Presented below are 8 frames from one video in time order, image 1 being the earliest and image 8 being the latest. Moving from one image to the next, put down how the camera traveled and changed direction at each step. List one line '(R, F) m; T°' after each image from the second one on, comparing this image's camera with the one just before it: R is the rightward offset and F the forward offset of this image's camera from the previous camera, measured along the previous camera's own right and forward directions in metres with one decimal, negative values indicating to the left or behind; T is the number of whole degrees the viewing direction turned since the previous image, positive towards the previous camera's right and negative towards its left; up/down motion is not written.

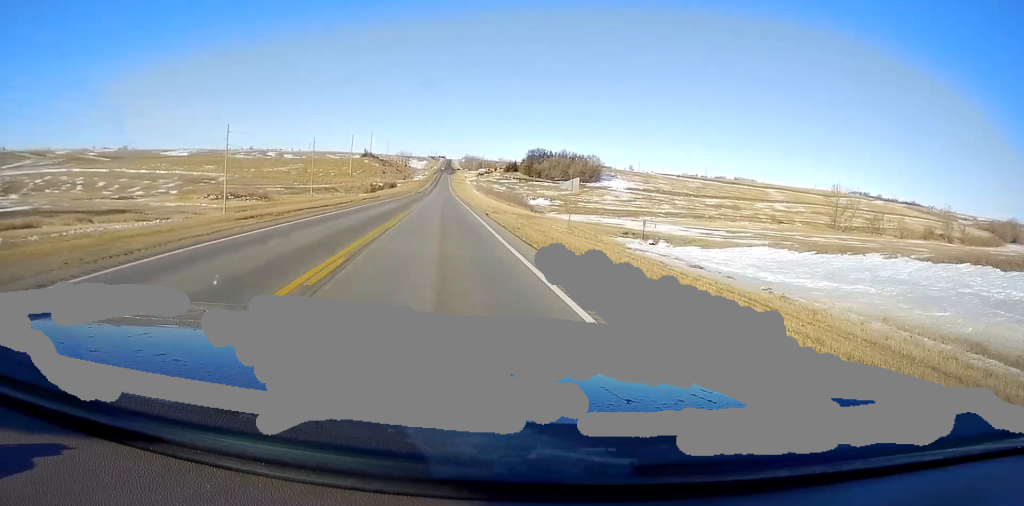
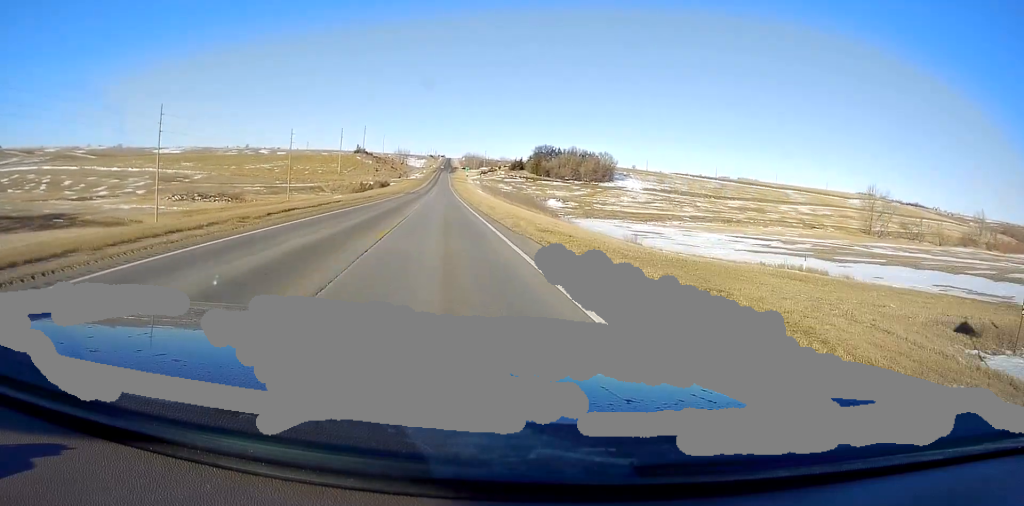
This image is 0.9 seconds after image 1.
(-0.2, +29.3) m; 0°
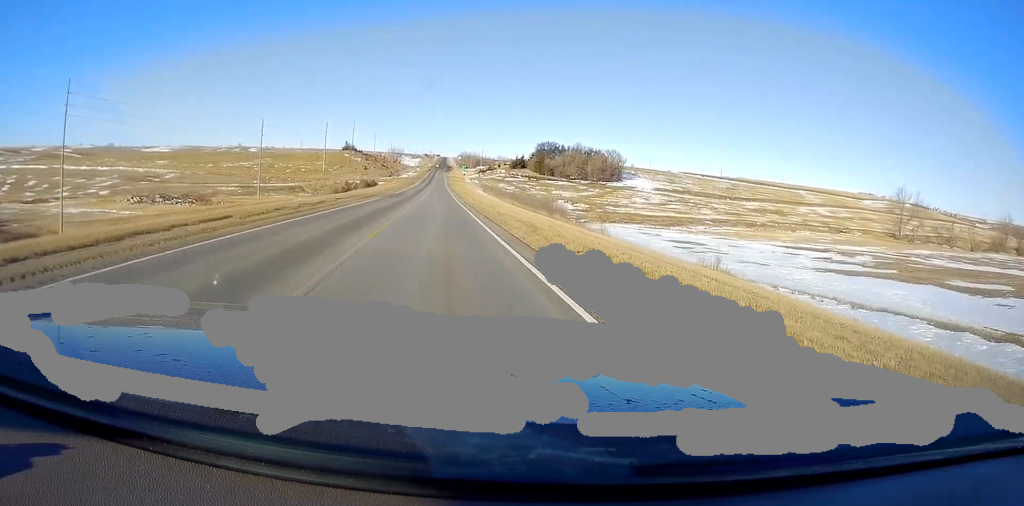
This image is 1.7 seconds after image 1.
(0.0, +24.2) m; 0°
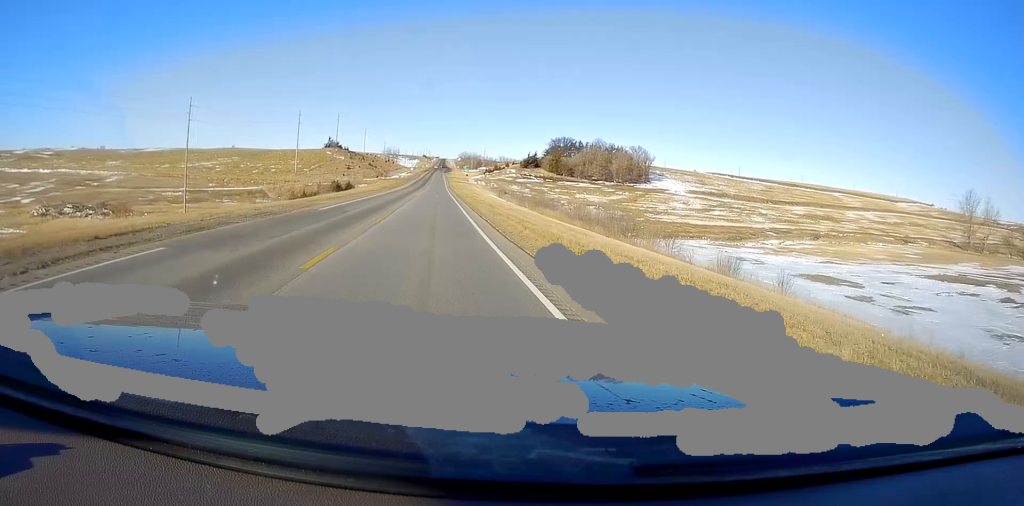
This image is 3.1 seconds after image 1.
(0.0, +43.3) m; +1°
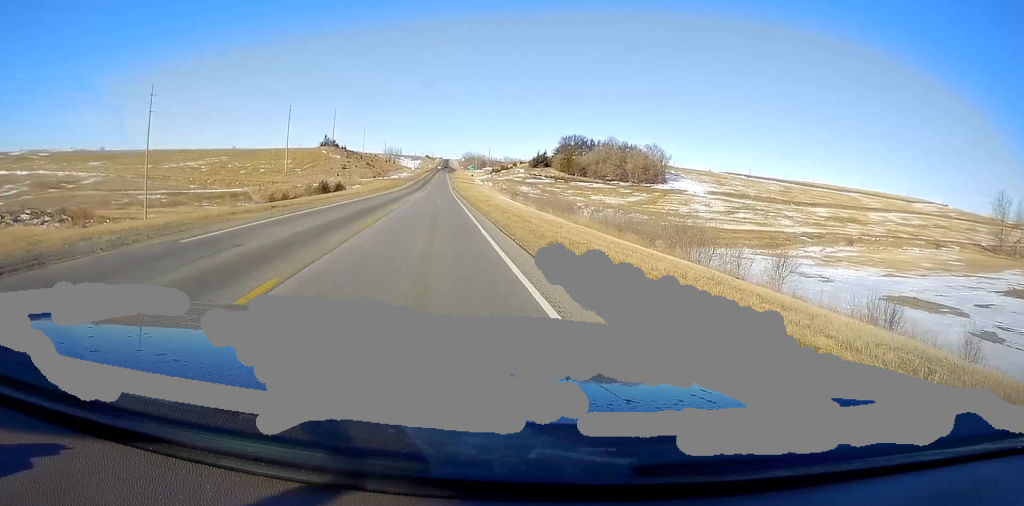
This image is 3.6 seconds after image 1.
(0.0, +16.1) m; 0°
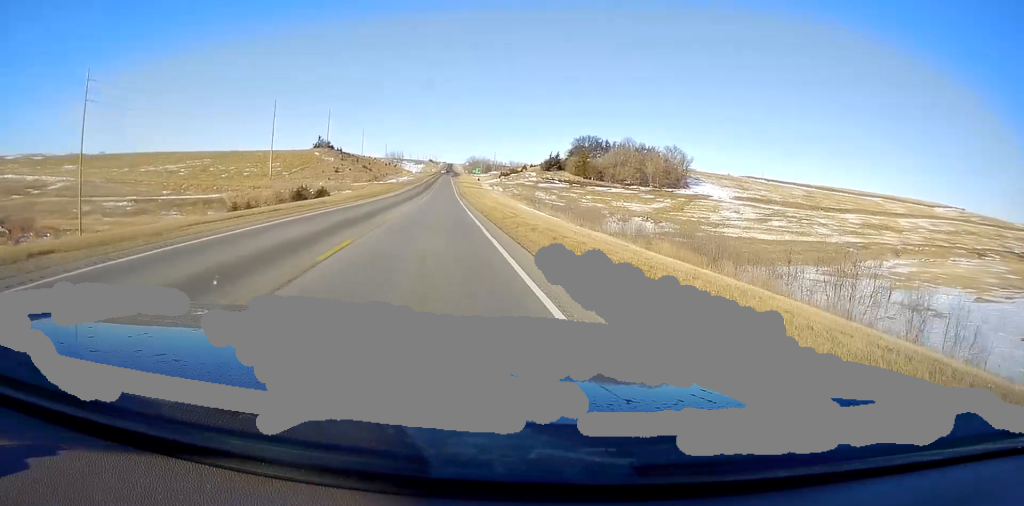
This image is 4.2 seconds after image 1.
(+0.3, +19.2) m; 0°
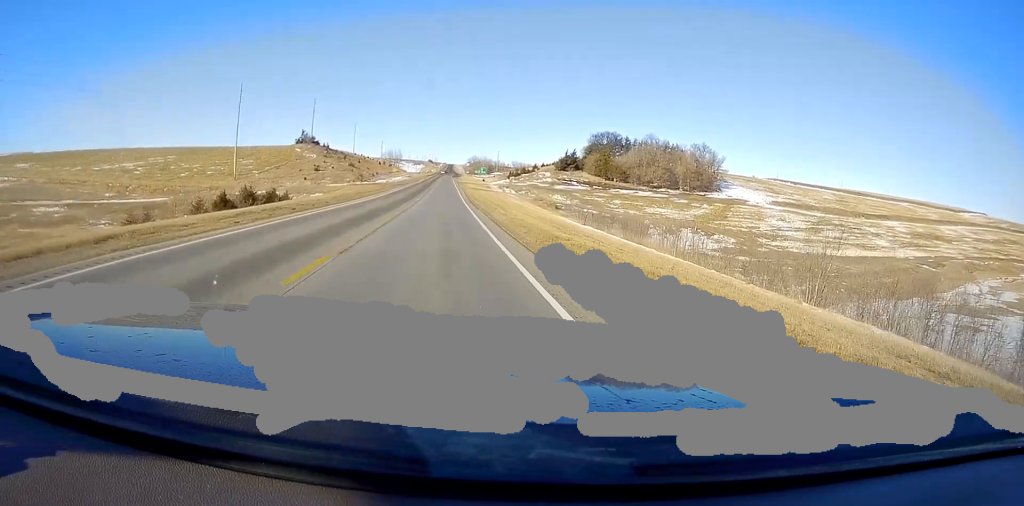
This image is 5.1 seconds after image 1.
(-0.2, +27.5) m; -1°
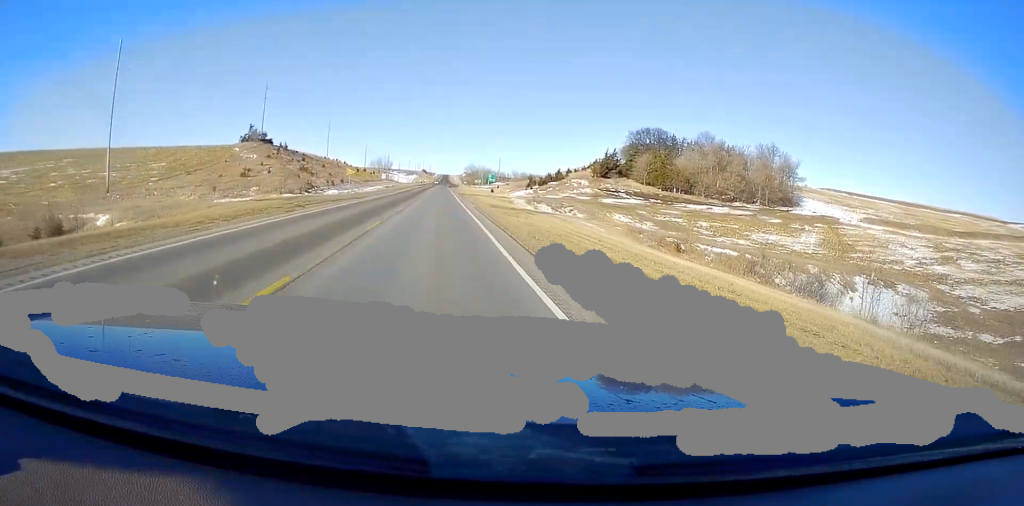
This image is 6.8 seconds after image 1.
(-0.3, +51.3) m; 0°
